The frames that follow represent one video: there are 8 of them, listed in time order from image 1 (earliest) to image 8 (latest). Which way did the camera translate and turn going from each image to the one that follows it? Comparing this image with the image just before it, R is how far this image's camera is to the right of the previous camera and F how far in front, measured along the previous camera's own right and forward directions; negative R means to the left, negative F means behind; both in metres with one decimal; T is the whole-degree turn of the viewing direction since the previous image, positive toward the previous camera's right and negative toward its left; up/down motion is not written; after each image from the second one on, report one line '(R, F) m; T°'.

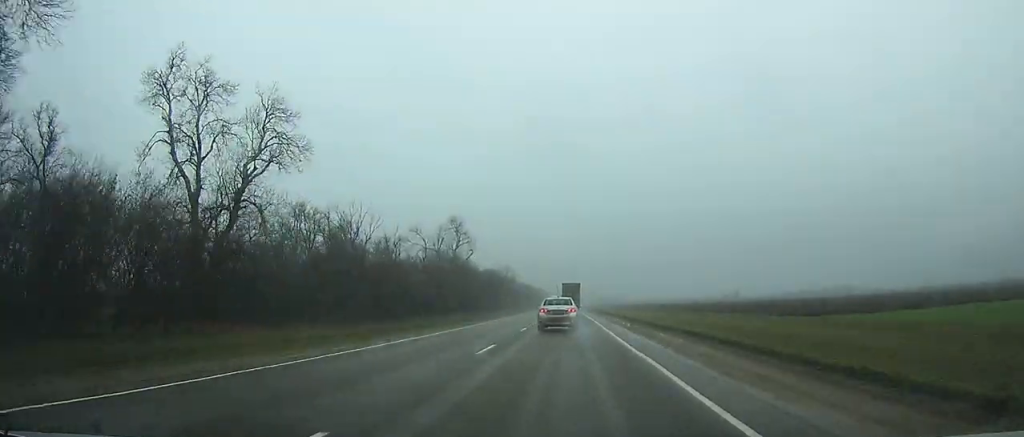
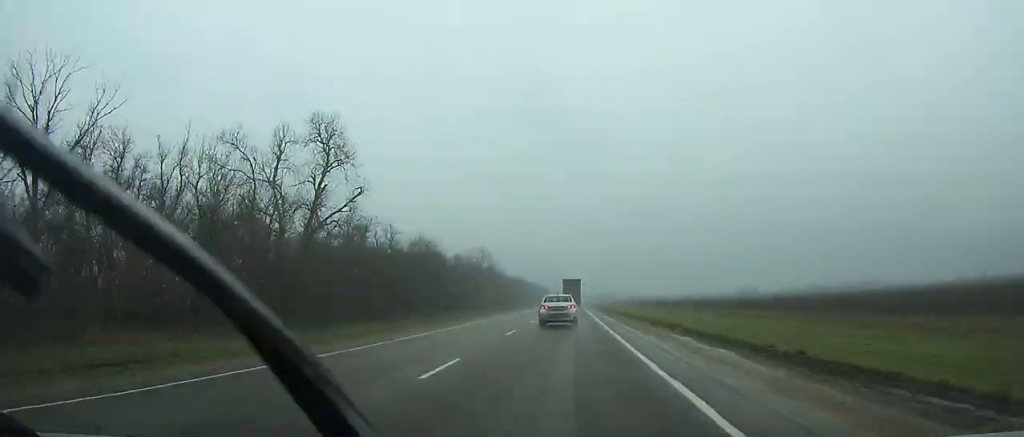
(+0.7, +88.4) m; +1°
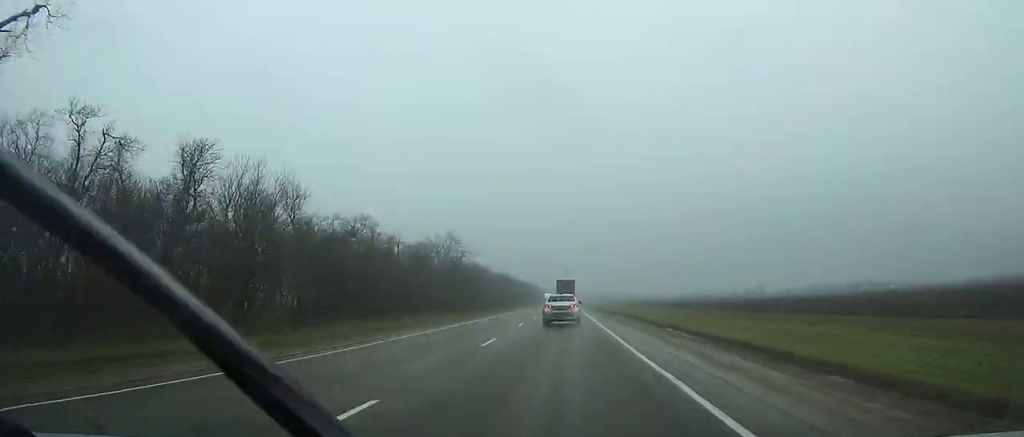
(-0.1, +54.0) m; 0°
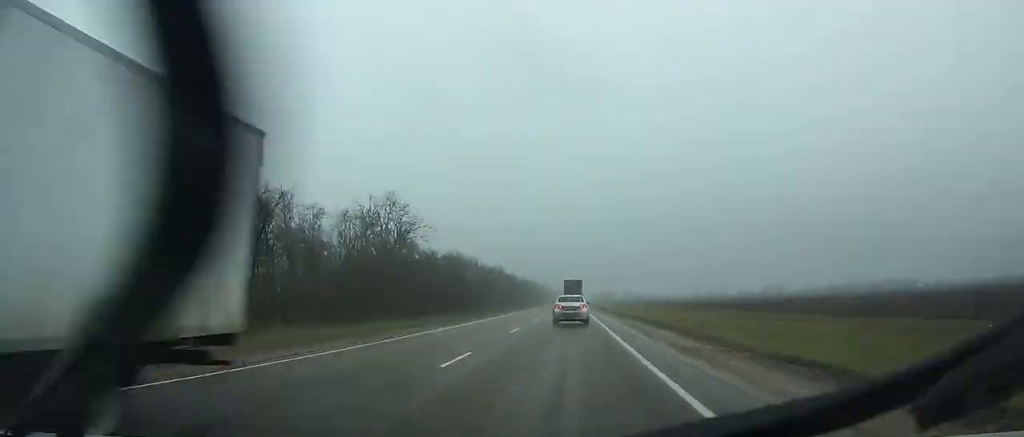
(0.0, +65.6) m; 0°
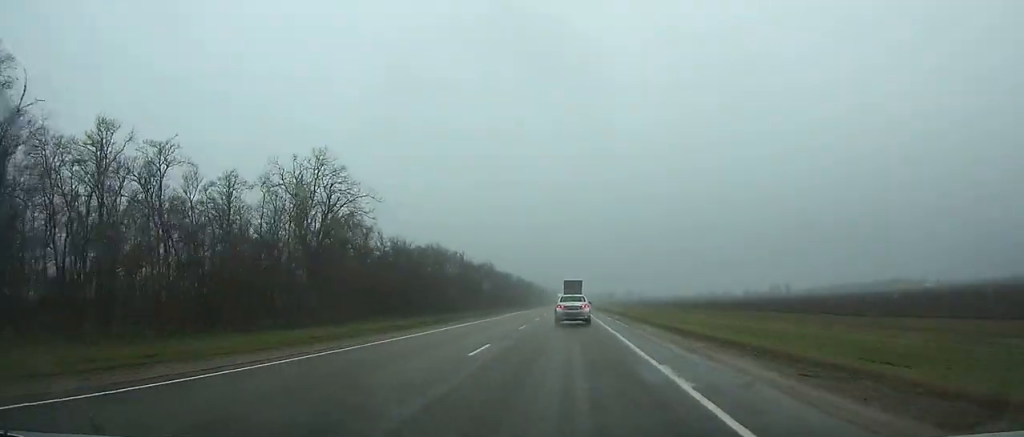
(-0.1, +33.9) m; 0°
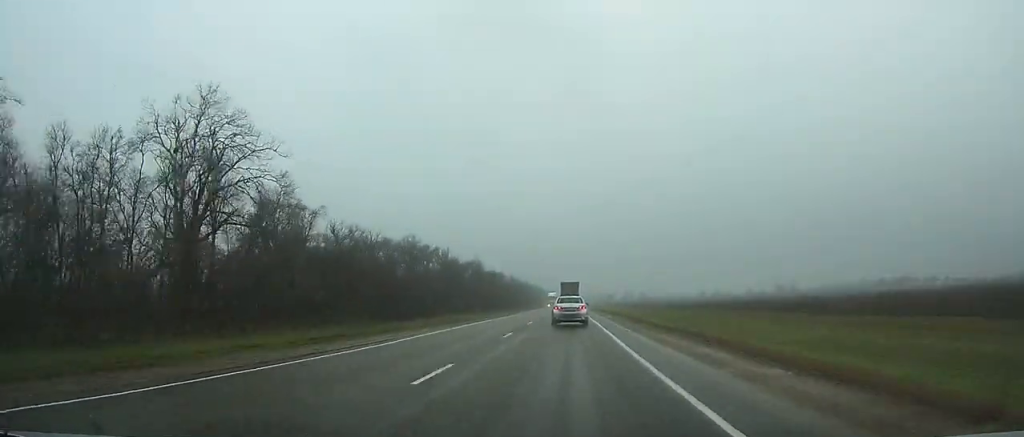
(0.0, +28.3) m; 0°
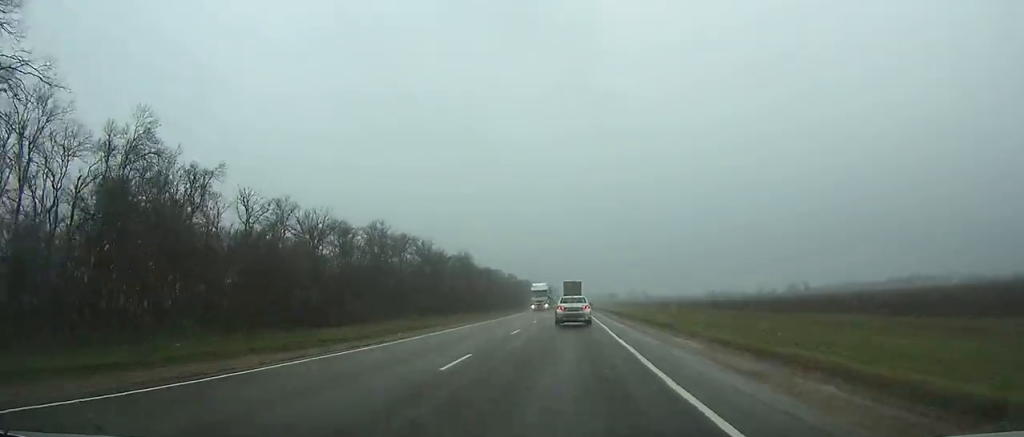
(0.0, +34.0) m; 0°
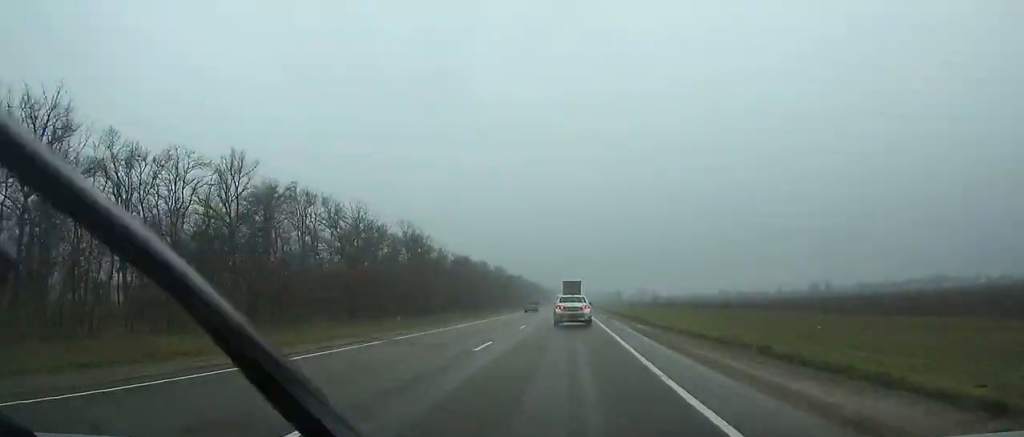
(0.0, +68.0) m; 0°
